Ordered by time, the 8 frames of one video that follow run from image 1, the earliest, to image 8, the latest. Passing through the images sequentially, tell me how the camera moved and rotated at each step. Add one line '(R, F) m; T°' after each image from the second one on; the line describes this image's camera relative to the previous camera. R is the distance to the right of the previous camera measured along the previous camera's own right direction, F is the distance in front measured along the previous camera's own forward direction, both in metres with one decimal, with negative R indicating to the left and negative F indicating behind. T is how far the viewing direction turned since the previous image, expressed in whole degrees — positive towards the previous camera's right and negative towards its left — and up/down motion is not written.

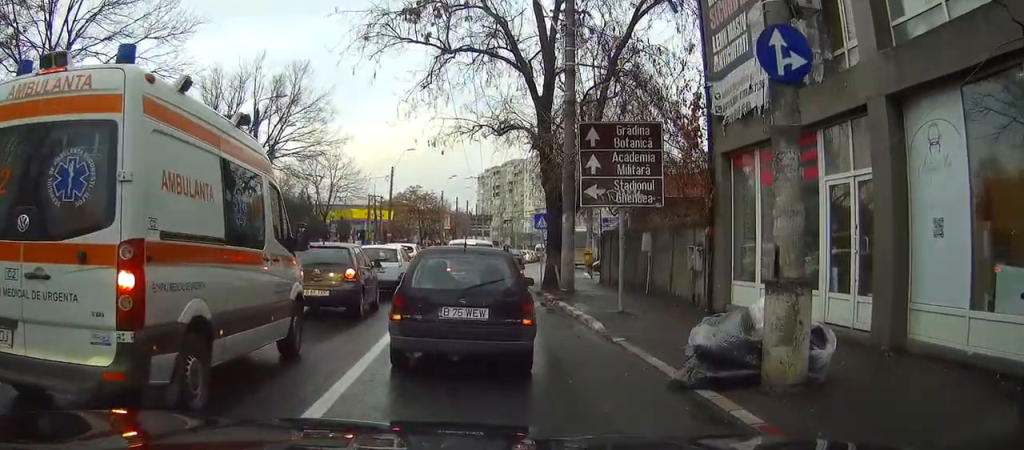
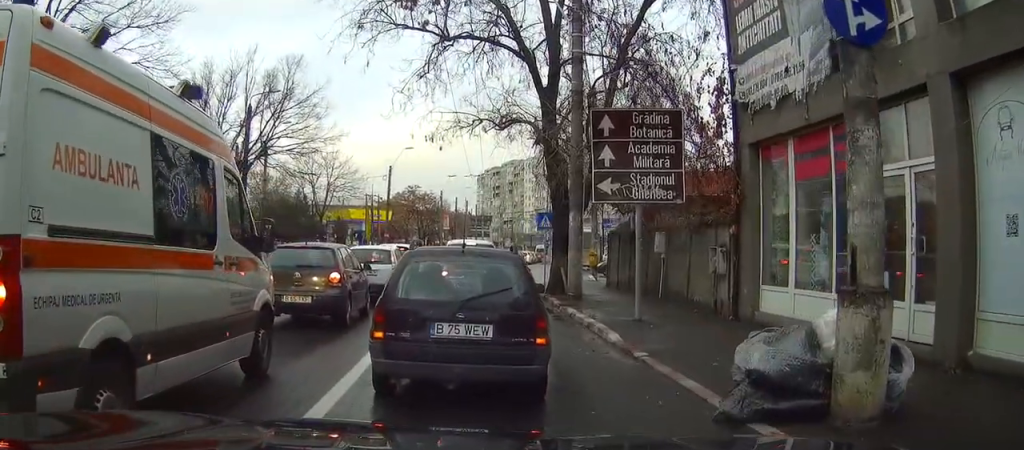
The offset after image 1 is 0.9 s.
(0.0, +1.9) m; +1°
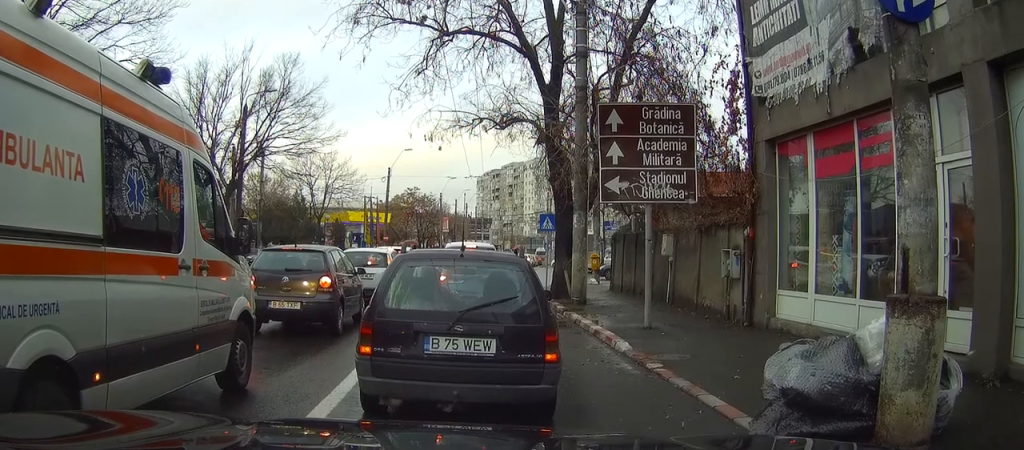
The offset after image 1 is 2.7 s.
(0.0, +2.1) m; +1°
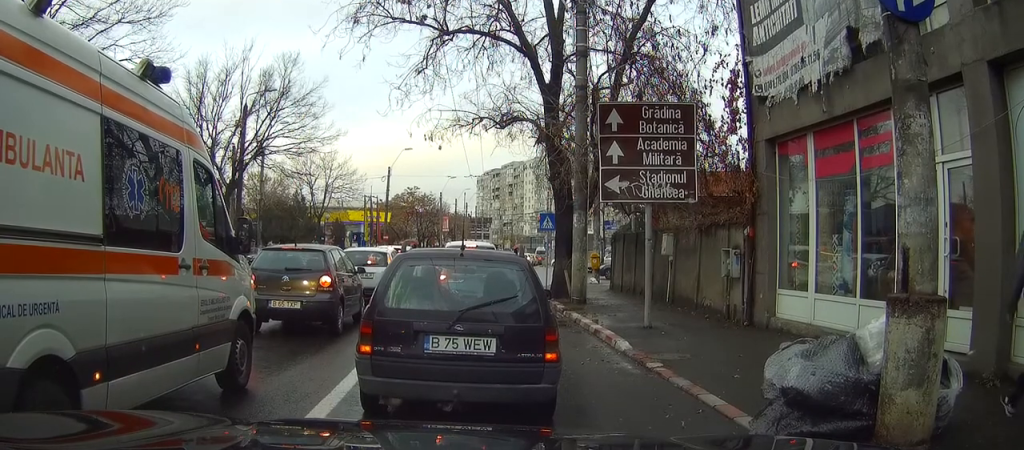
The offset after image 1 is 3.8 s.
(+0.1, +0.6) m; 0°
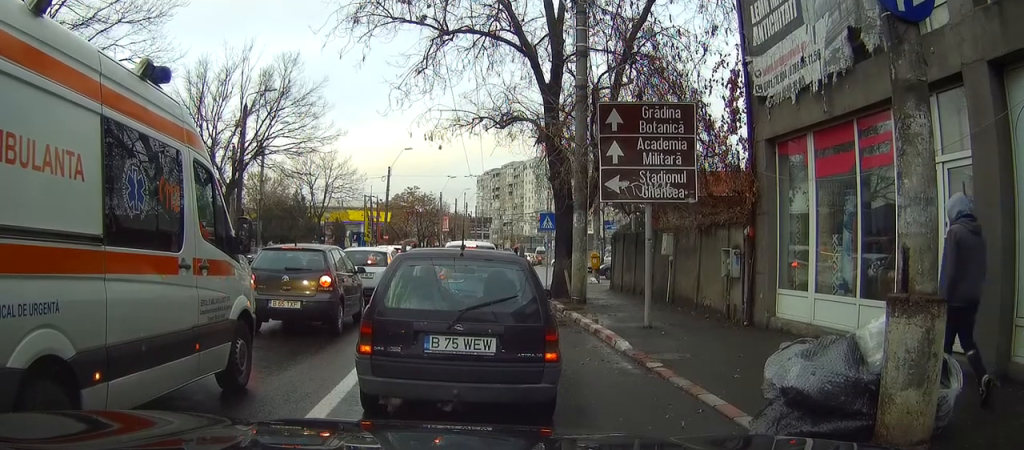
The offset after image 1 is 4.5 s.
(+0.1, +0.3) m; 0°
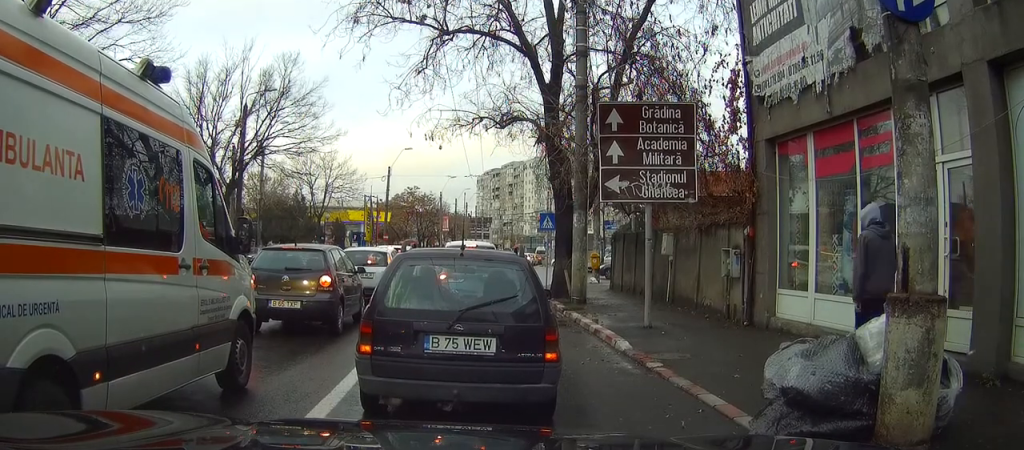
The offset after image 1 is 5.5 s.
(+0.2, +0.2) m; 0°
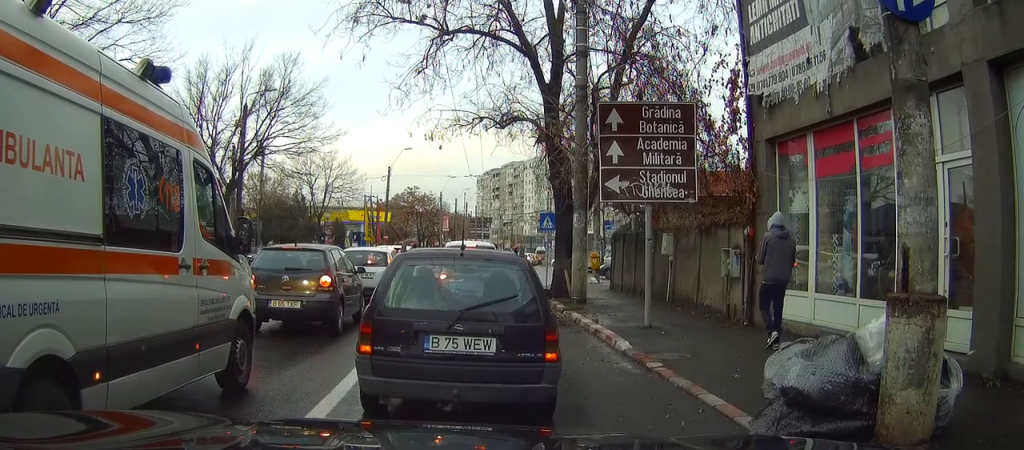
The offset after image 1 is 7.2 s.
(0.0, 0.0) m; 0°
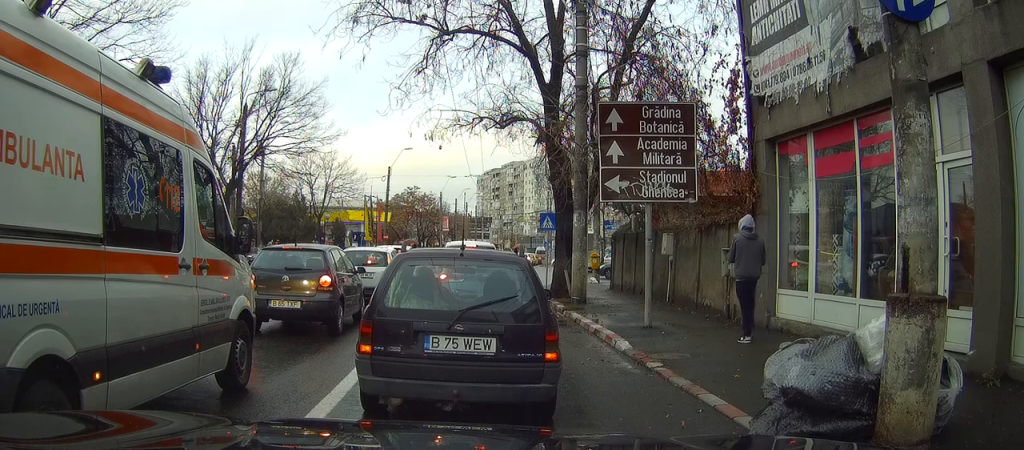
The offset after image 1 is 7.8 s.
(0.0, 0.0) m; 0°
